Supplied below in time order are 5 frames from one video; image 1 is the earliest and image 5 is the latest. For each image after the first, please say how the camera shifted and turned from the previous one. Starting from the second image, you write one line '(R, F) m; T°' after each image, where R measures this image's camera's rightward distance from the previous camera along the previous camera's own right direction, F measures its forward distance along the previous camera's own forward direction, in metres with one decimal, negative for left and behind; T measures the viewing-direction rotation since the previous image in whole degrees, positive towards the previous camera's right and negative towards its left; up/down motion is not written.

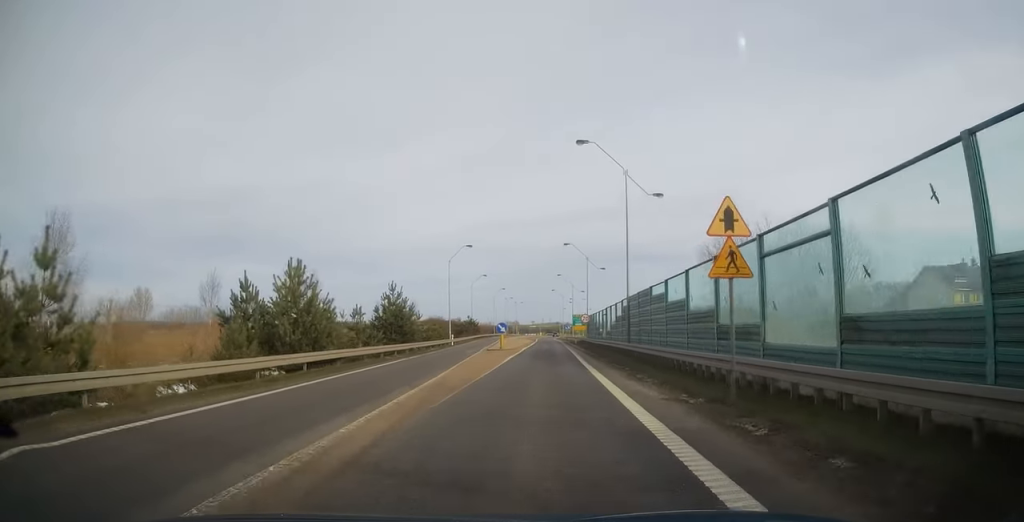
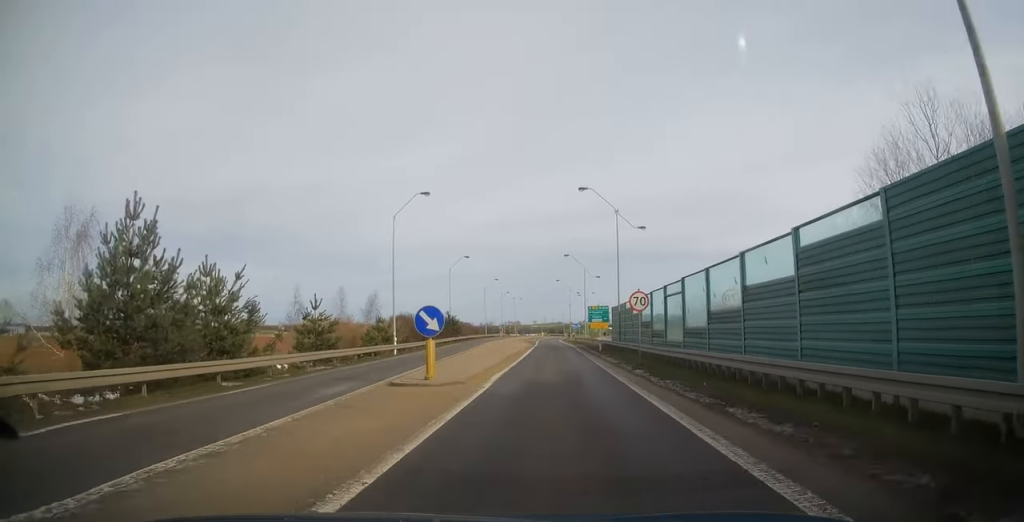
(+0.2, +28.9) m; 0°
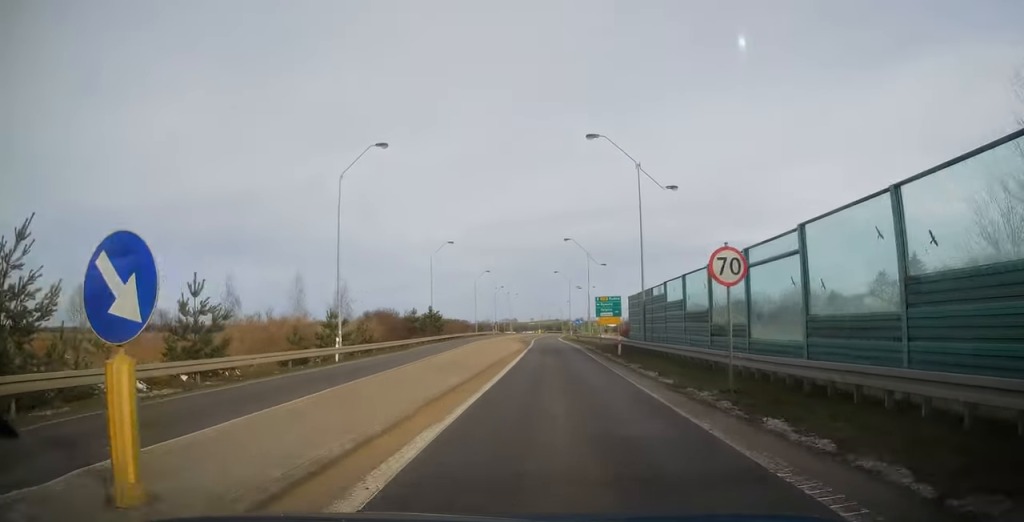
(0.0, +12.1) m; 0°
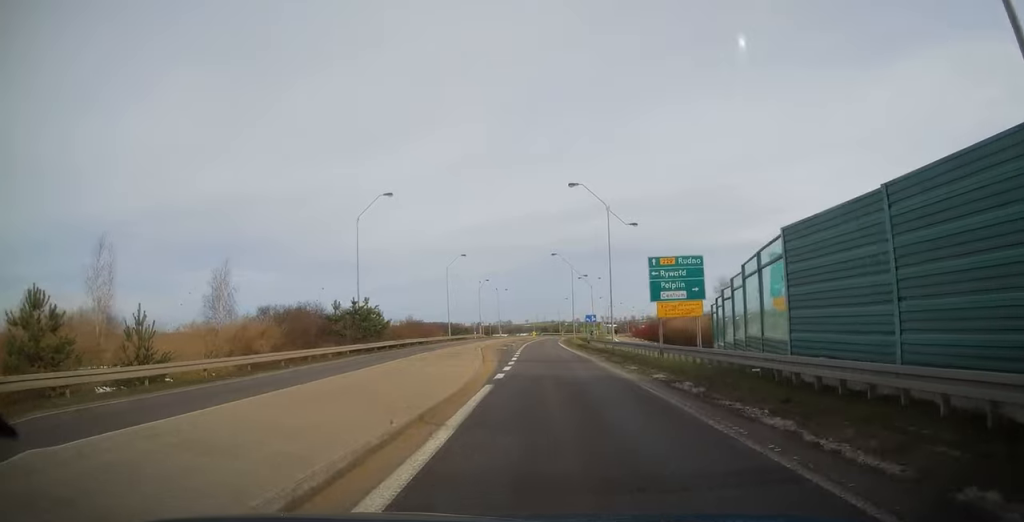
(-0.3, +28.2) m; 0°
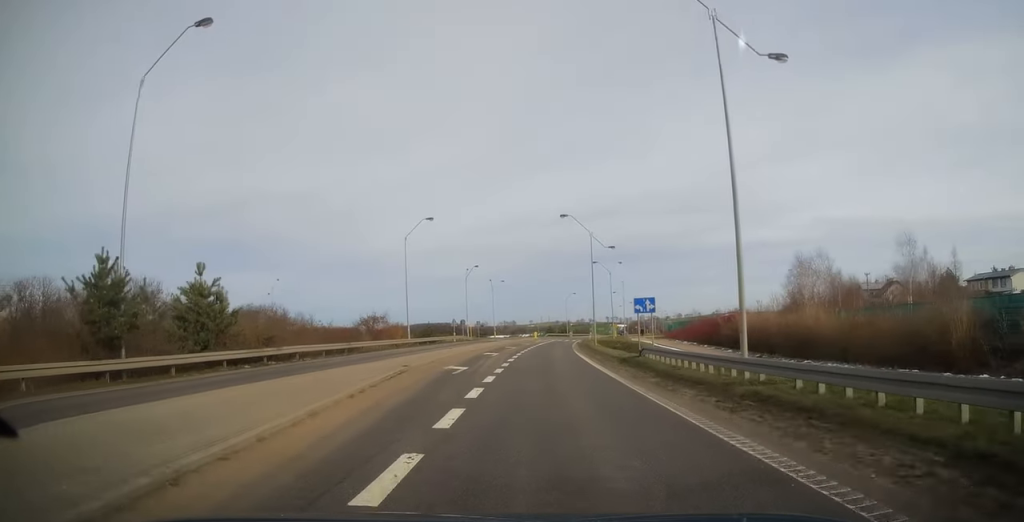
(+0.4, +28.5) m; +1°
